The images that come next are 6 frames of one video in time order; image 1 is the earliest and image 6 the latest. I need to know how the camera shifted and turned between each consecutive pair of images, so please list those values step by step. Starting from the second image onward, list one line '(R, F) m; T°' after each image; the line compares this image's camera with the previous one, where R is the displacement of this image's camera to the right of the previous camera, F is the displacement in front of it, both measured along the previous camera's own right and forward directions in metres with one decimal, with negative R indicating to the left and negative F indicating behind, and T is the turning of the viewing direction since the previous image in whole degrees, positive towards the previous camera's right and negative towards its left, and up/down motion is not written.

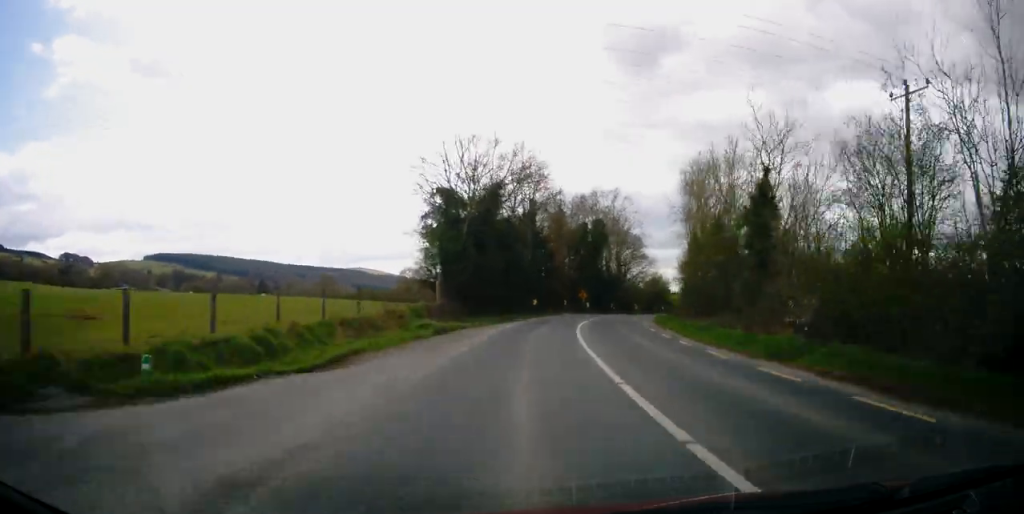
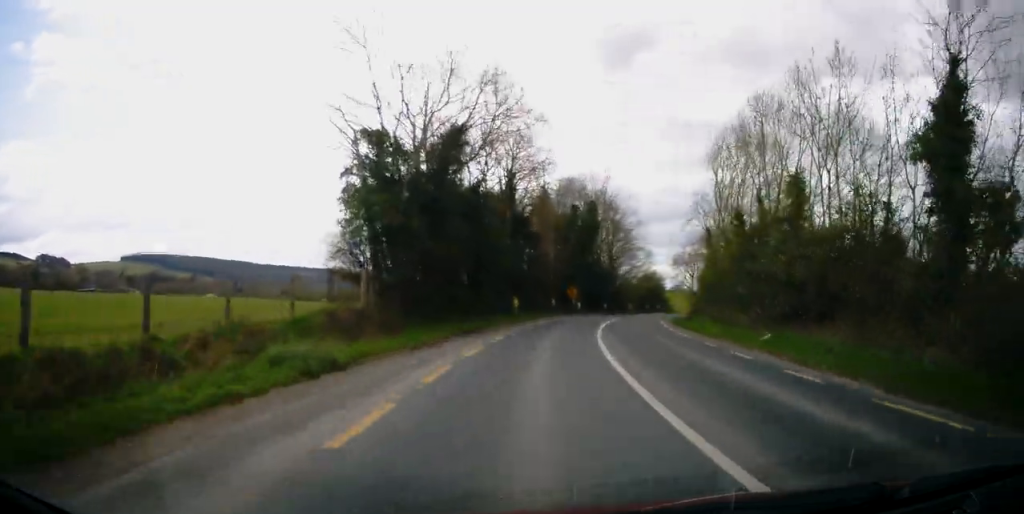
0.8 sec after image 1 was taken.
(+0.4, +13.1) m; +3°
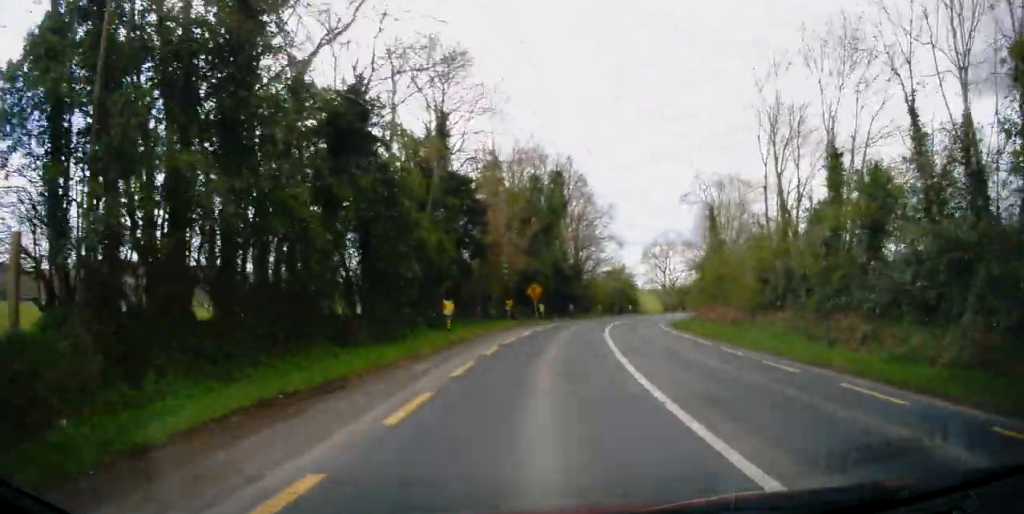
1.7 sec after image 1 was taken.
(+0.6, +15.5) m; +4°
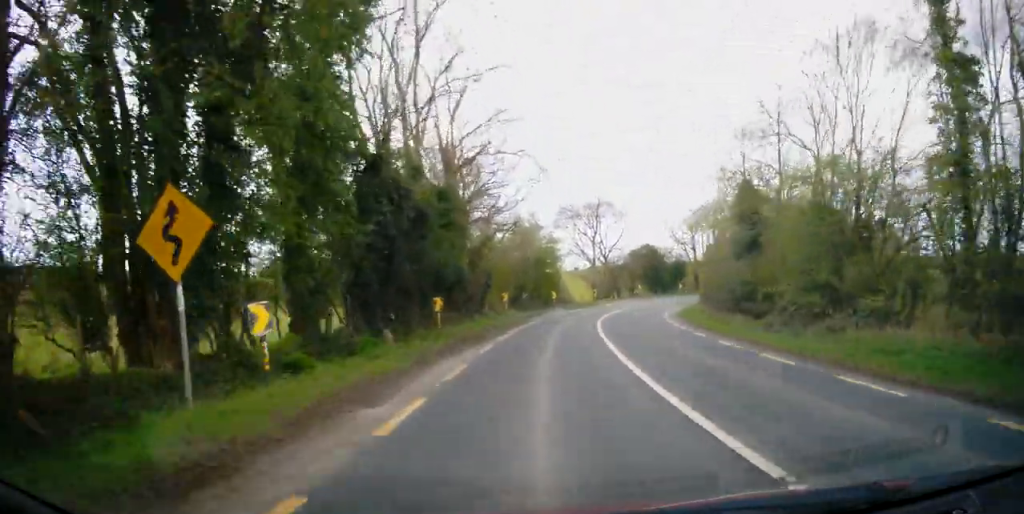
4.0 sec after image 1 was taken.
(+2.3, +37.2) m; -4°
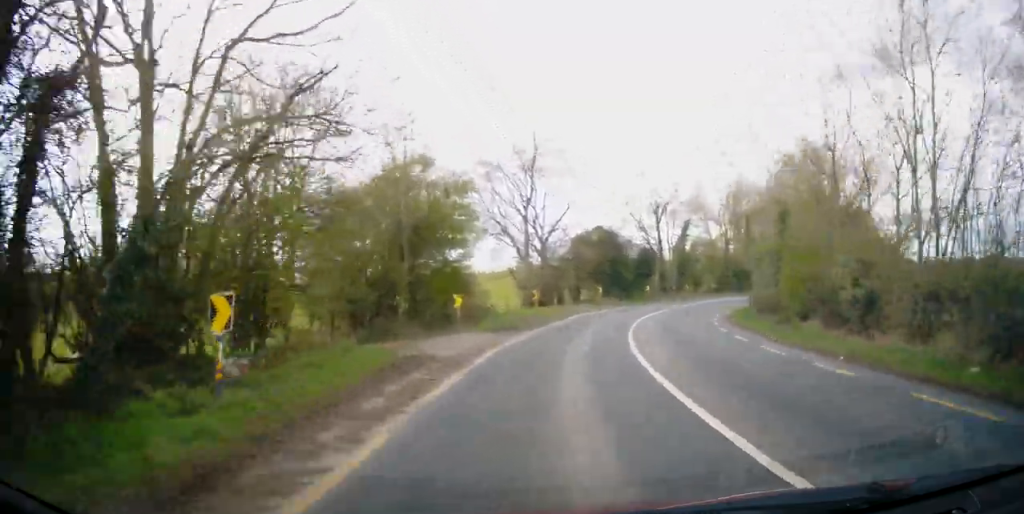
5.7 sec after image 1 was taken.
(+5.3, +21.5) m; +31°
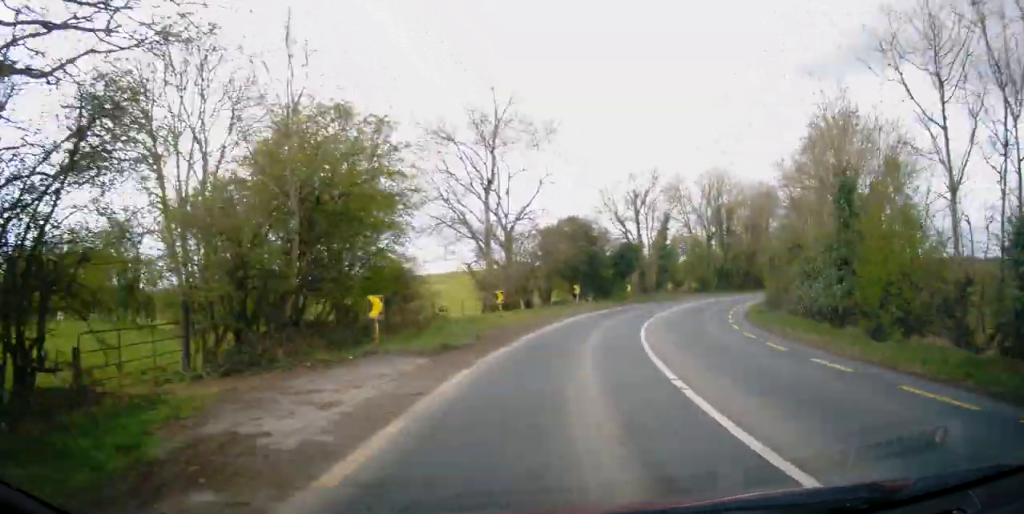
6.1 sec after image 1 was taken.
(+0.9, +8.4) m; +5°
